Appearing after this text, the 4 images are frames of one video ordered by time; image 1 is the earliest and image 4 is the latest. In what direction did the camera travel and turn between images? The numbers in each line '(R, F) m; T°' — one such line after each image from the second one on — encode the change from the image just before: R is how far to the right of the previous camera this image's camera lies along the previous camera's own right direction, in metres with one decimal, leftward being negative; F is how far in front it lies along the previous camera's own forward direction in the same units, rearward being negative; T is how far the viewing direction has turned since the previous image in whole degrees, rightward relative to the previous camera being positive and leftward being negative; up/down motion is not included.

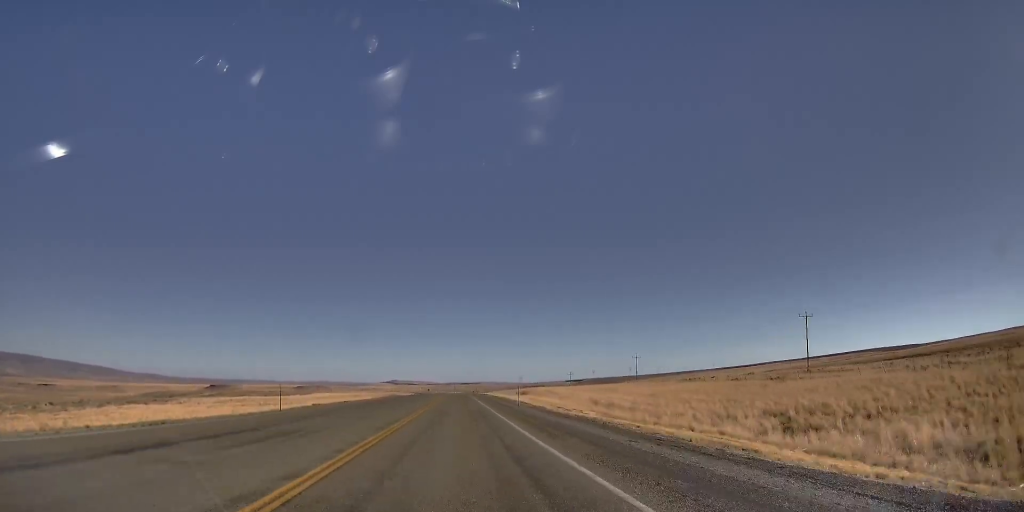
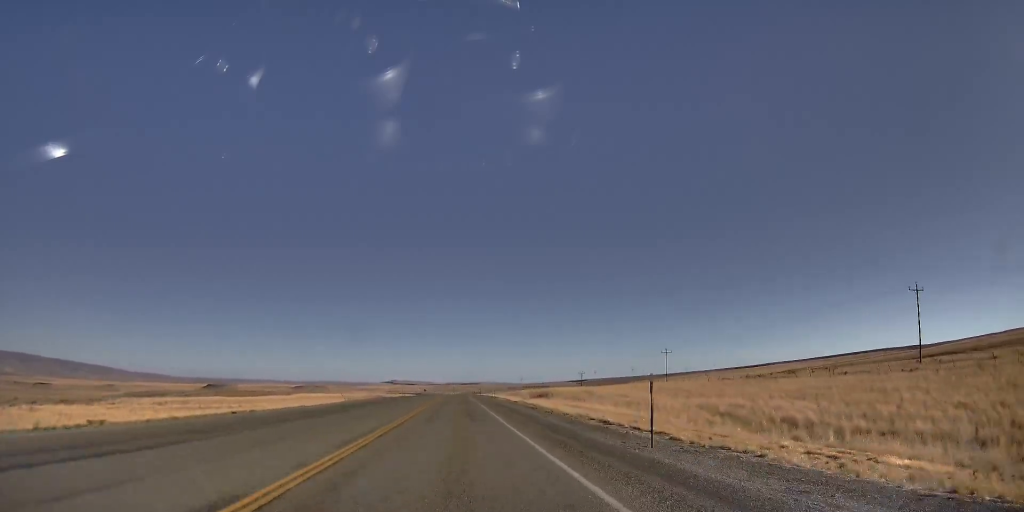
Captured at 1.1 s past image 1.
(-0.6, +31.6) m; -1°
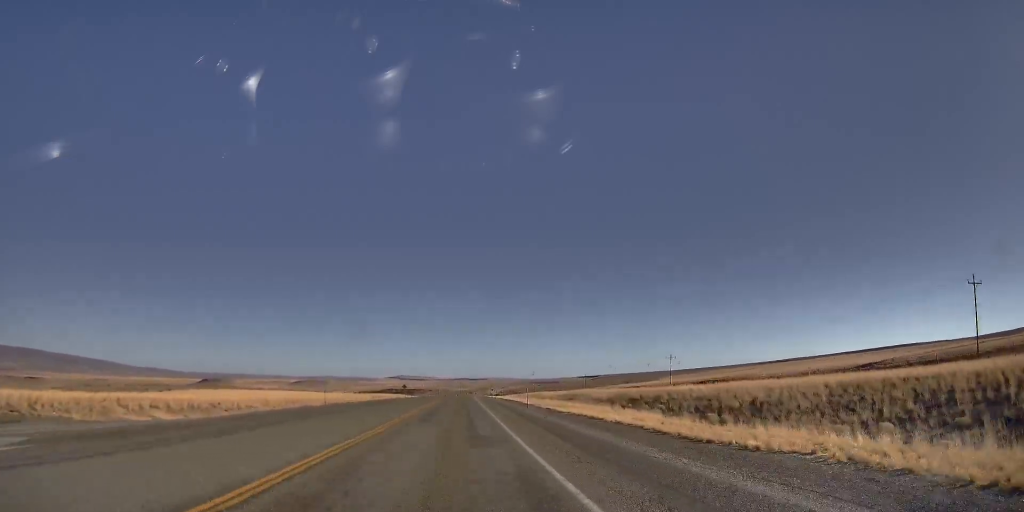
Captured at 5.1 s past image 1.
(+1.1, +122.8) m; +1°
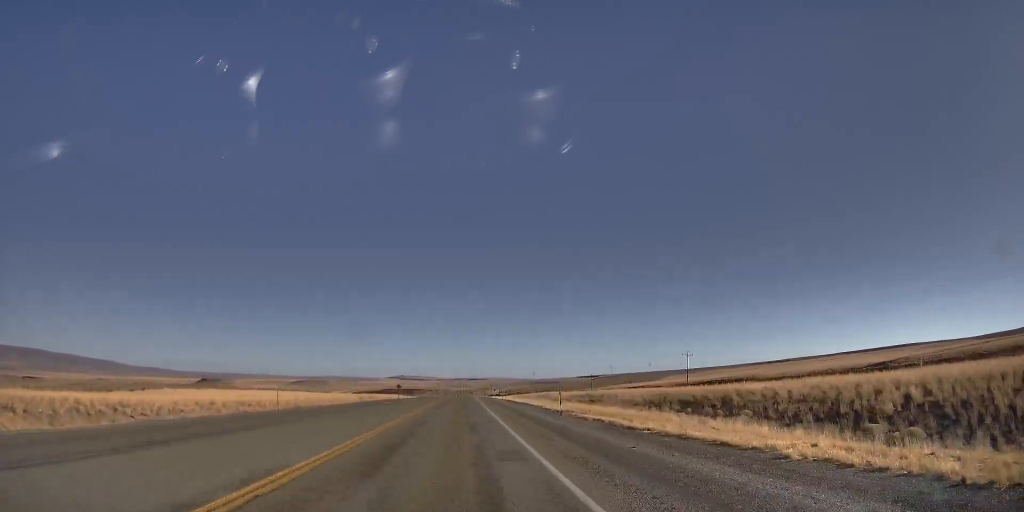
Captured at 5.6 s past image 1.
(0.0, +13.8) m; 0°
